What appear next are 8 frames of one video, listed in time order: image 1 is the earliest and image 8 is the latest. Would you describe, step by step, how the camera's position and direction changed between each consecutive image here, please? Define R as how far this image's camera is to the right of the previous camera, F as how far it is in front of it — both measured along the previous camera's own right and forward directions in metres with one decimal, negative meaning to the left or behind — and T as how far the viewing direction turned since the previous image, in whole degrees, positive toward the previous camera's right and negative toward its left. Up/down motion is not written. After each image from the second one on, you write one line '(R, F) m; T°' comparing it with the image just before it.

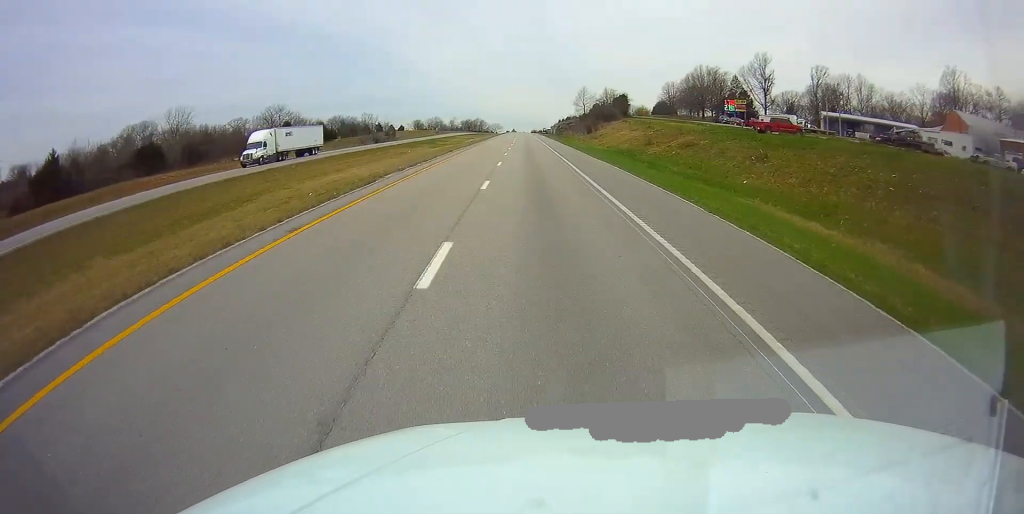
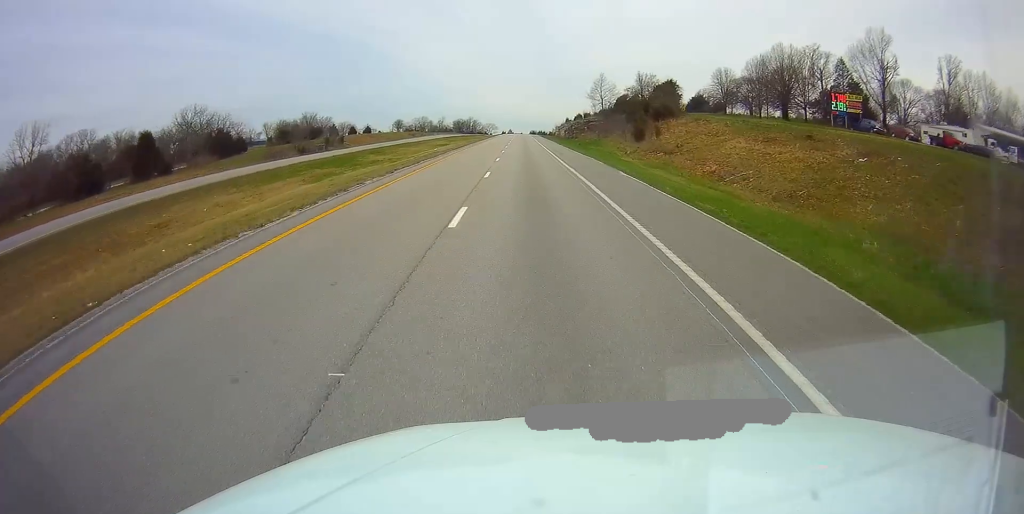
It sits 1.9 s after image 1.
(+0.4, +56.1) m; 0°
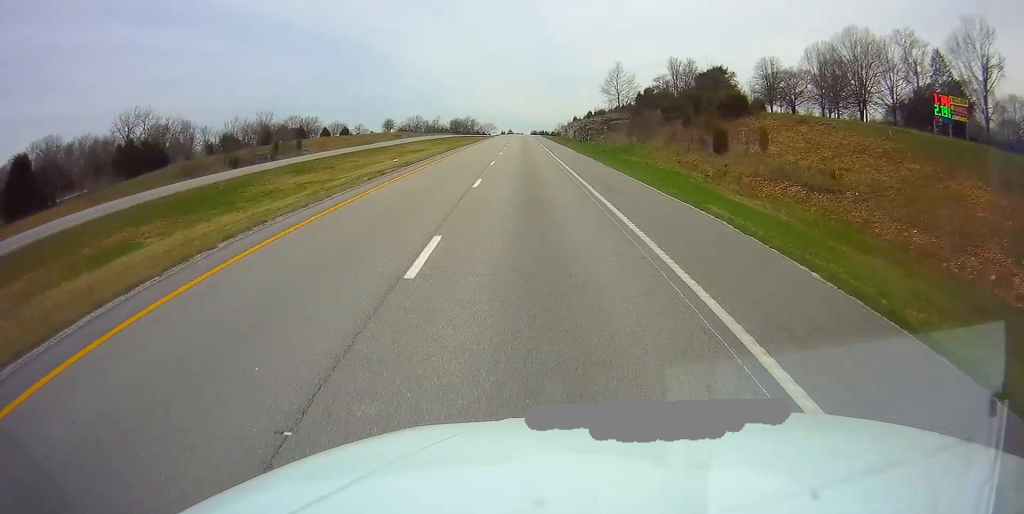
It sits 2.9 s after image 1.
(0.0, +28.3) m; 0°
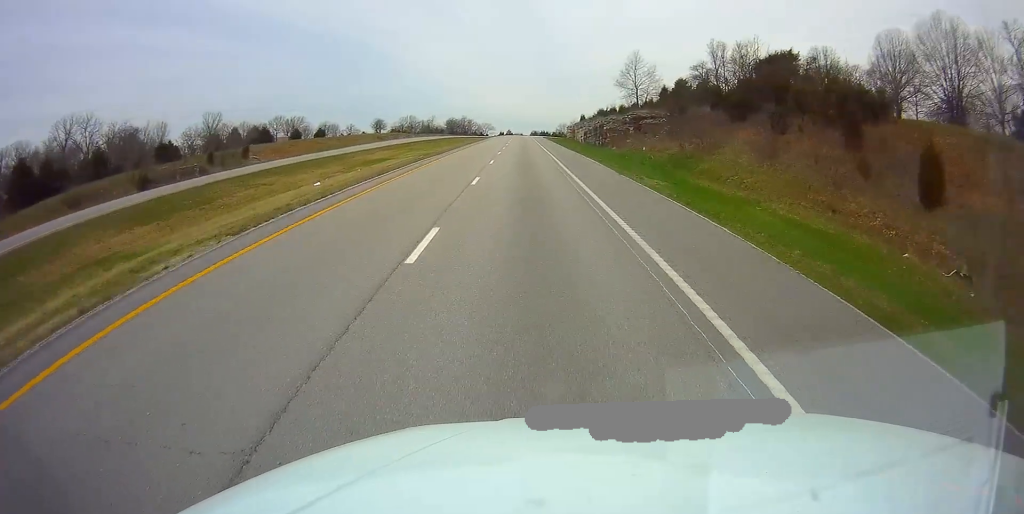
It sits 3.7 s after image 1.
(-0.2, +23.4) m; 0°
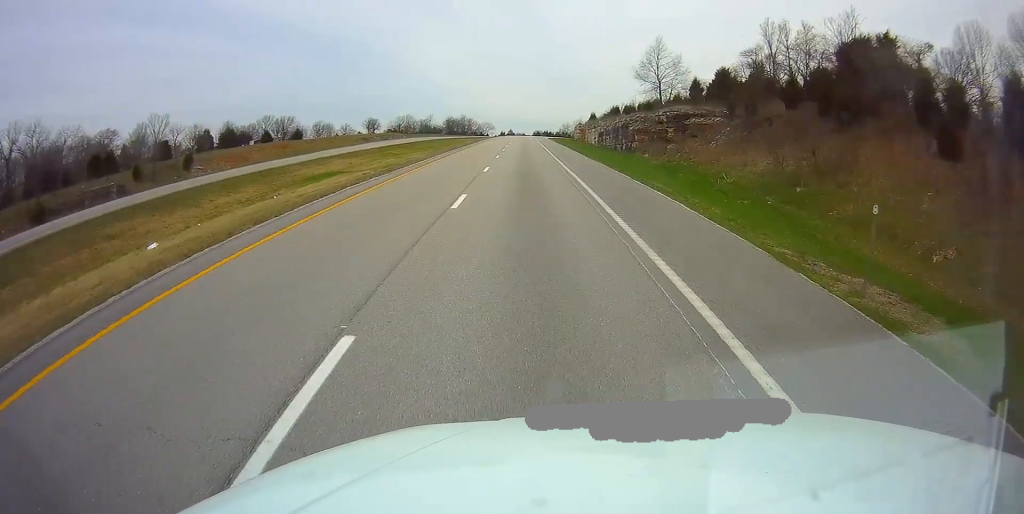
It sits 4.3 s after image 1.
(0.0, +18.4) m; 0°
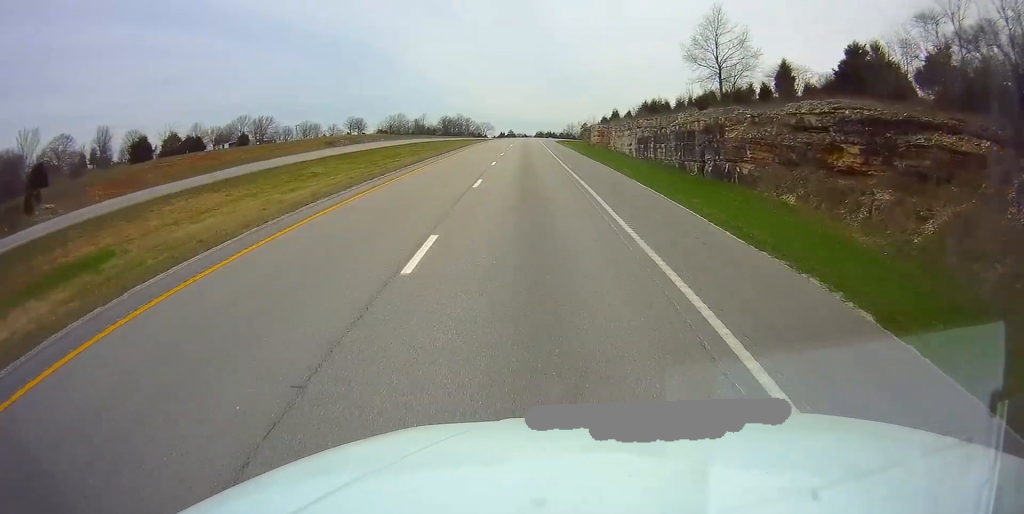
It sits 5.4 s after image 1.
(0.0, +30.9) m; 0°
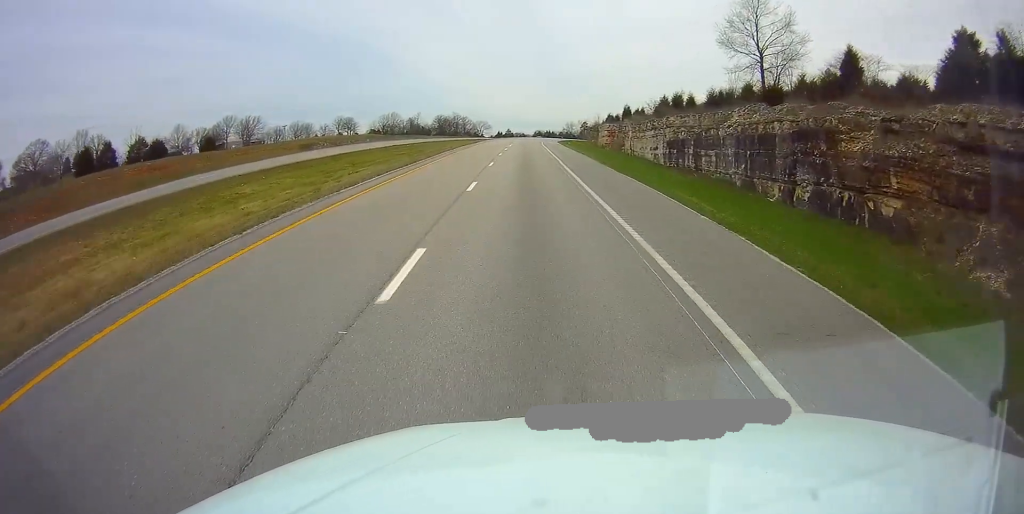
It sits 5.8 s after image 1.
(-0.1, +13.5) m; 0°
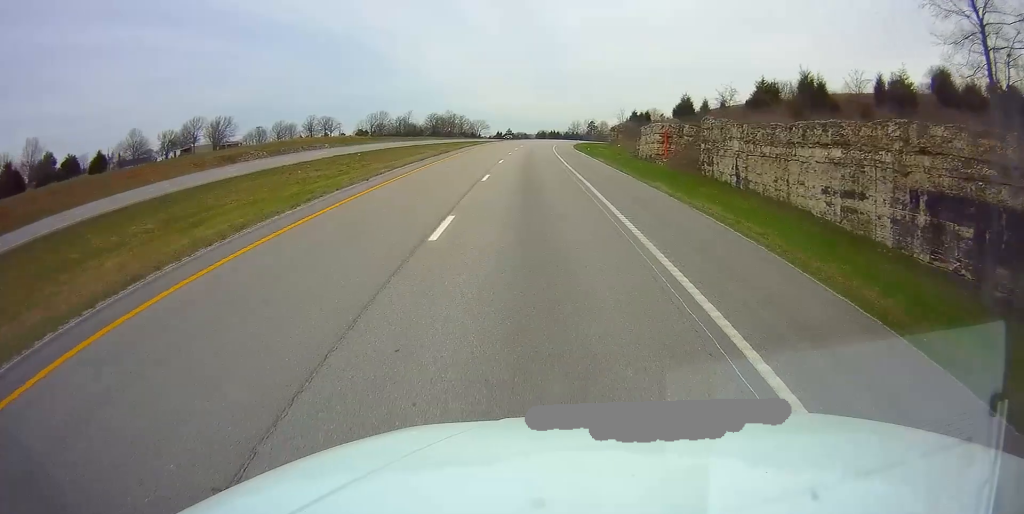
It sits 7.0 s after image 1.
(+0.2, +32.6) m; 0°
